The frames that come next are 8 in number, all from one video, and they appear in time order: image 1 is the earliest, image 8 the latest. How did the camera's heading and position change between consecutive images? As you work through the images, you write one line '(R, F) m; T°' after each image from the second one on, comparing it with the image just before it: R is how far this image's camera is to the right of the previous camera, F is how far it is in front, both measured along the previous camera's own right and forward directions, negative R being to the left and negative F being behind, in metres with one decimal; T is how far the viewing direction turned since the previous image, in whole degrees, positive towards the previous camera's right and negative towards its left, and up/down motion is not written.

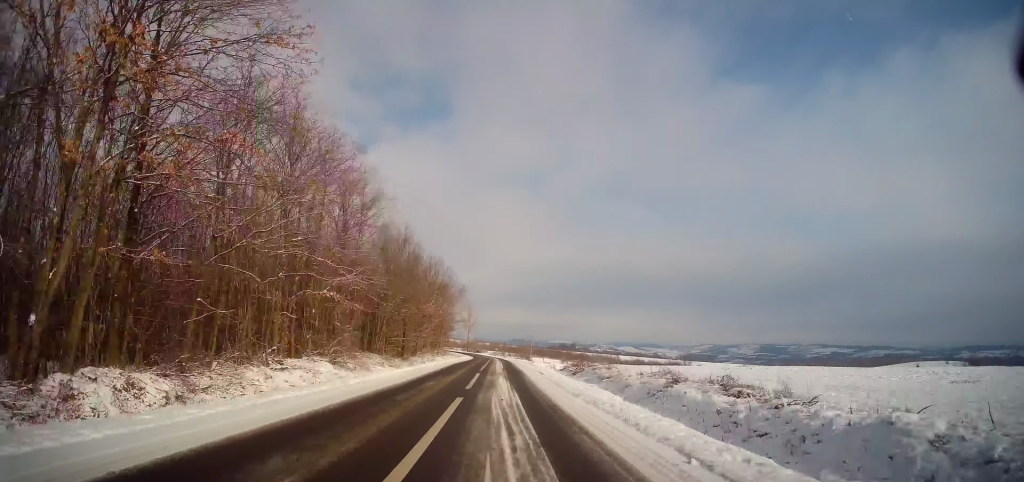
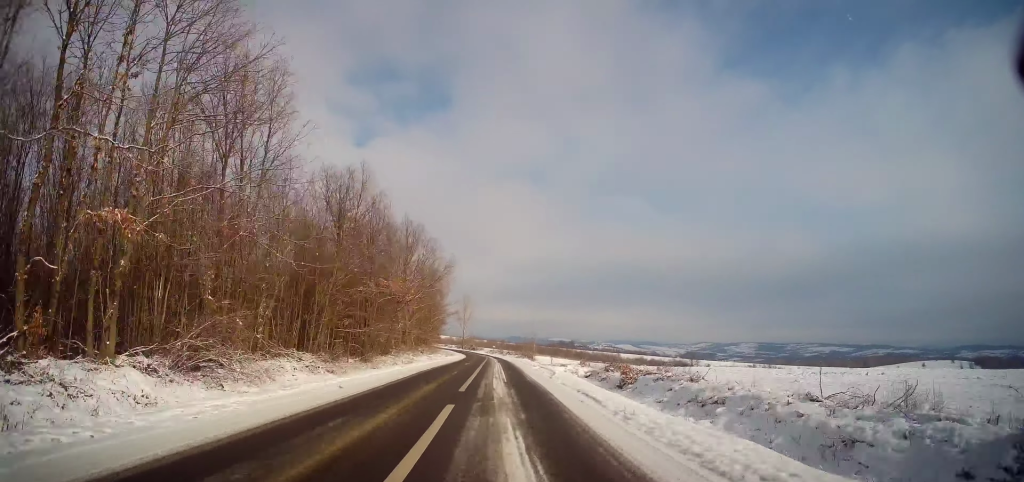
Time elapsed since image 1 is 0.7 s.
(0.0, +14.7) m; +1°
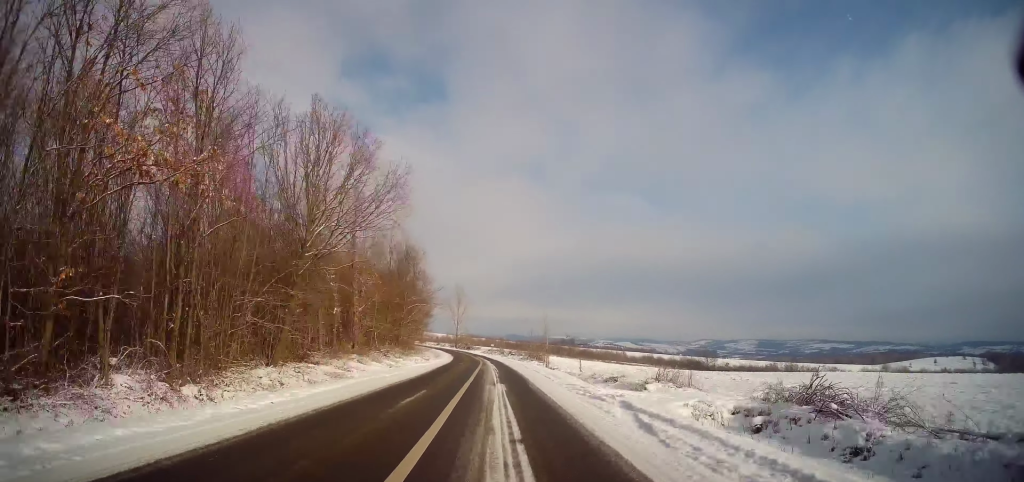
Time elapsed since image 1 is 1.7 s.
(+0.3, +22.1) m; 0°
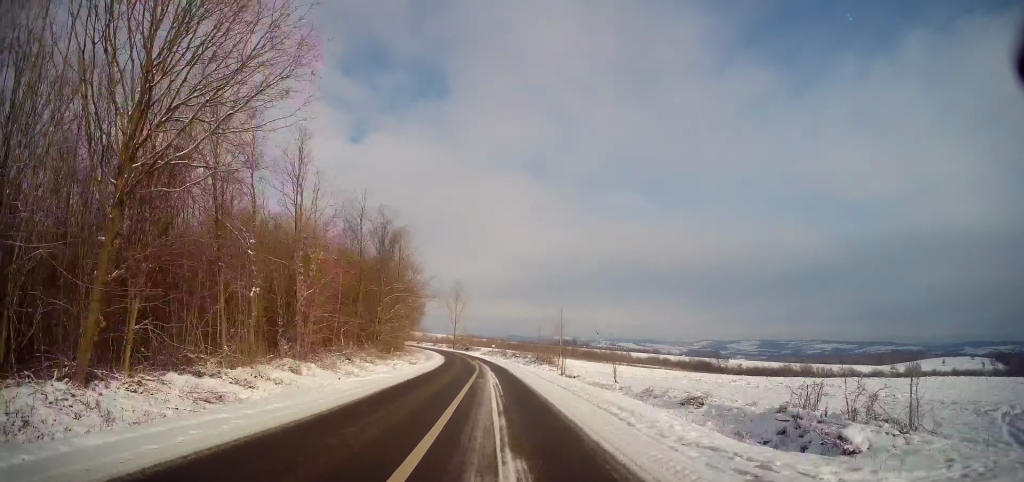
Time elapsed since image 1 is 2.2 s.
(+0.1, +11.8) m; 0°
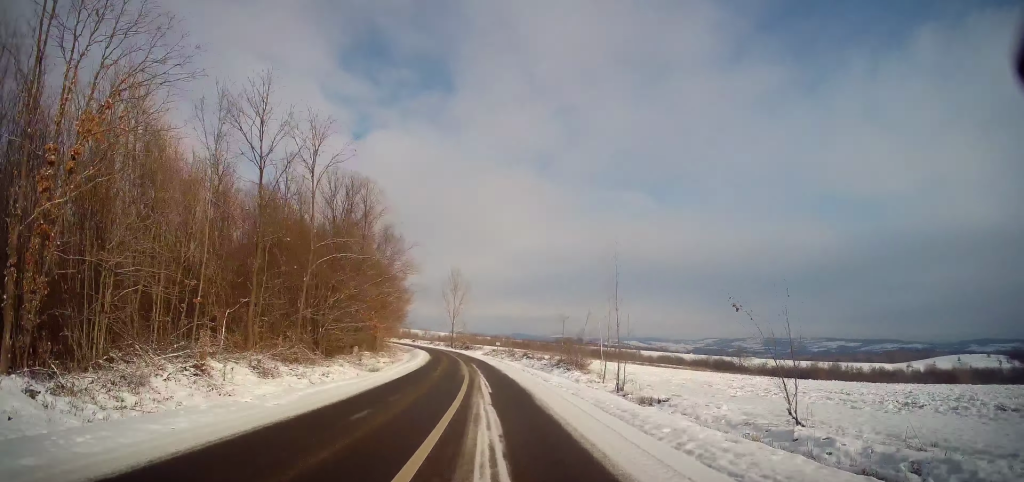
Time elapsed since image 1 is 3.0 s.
(-0.4, +18.5) m; -1°
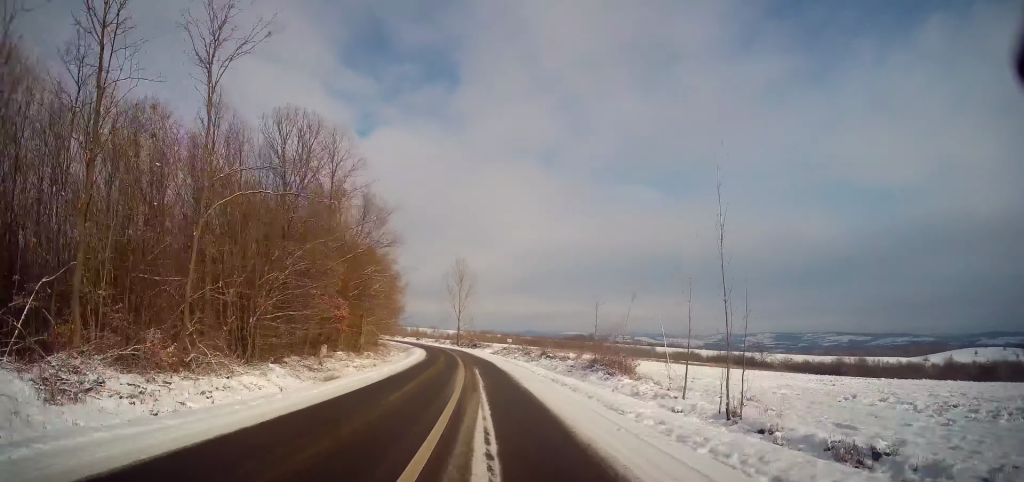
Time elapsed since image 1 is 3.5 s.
(0.0, +11.1) m; -1°
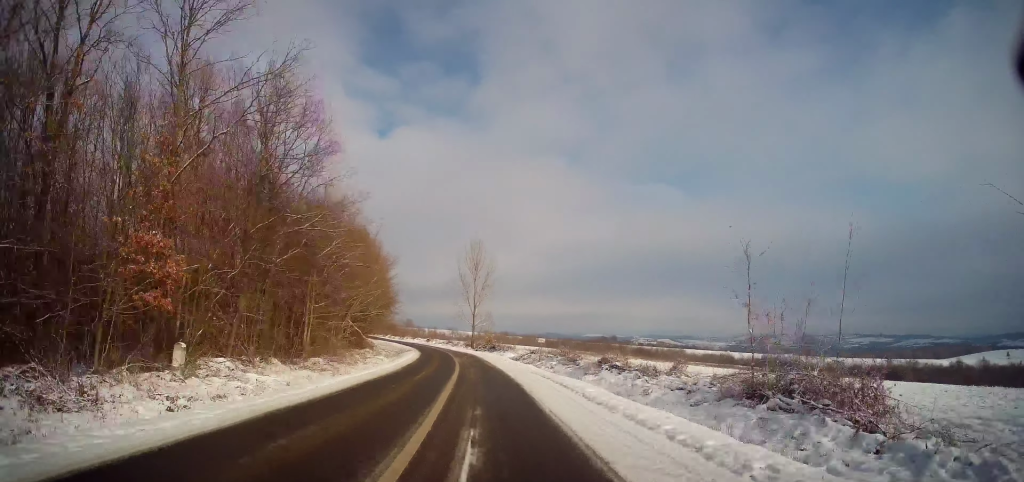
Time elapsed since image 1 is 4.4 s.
(-0.1, +19.2) m; -2°
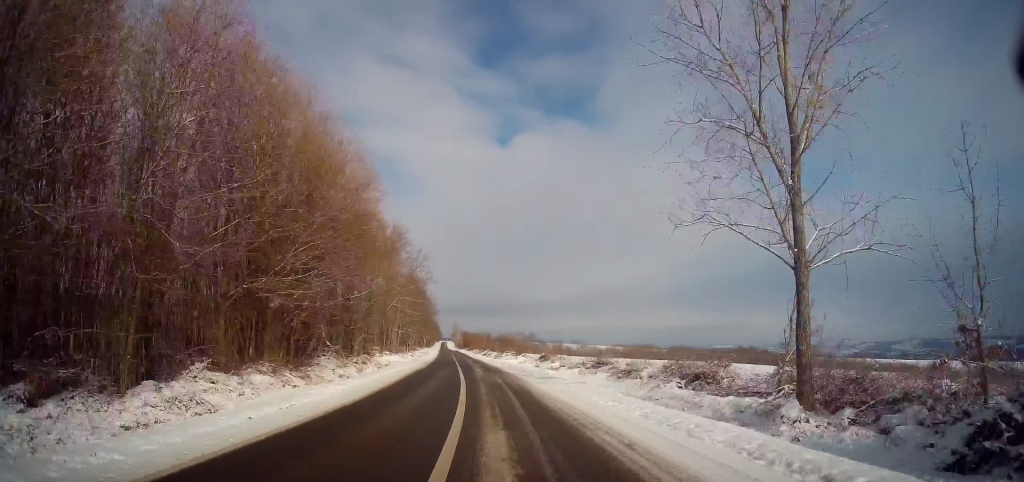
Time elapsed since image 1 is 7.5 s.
(-6.9, +68.4) m; -12°
